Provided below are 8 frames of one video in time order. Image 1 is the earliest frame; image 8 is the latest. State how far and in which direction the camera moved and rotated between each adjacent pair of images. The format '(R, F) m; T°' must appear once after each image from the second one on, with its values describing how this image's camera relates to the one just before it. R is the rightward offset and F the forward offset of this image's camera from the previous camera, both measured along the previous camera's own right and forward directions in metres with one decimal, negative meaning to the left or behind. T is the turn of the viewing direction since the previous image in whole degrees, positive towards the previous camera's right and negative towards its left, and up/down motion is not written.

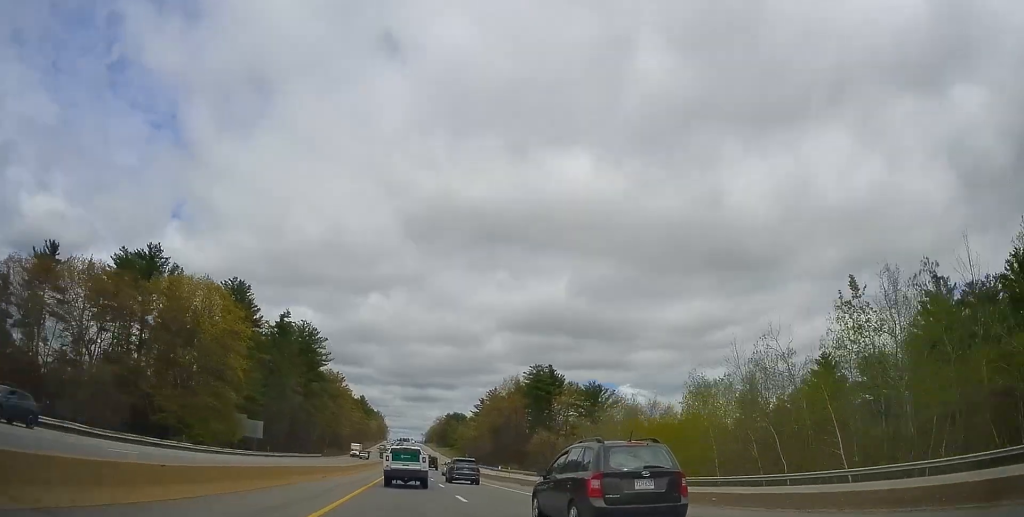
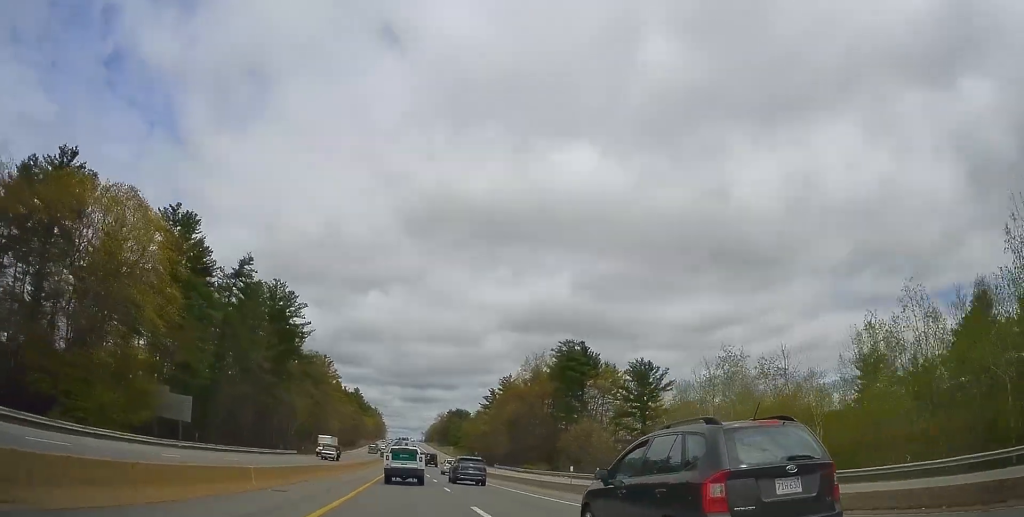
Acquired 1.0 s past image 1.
(-0.1, +29.5) m; 0°
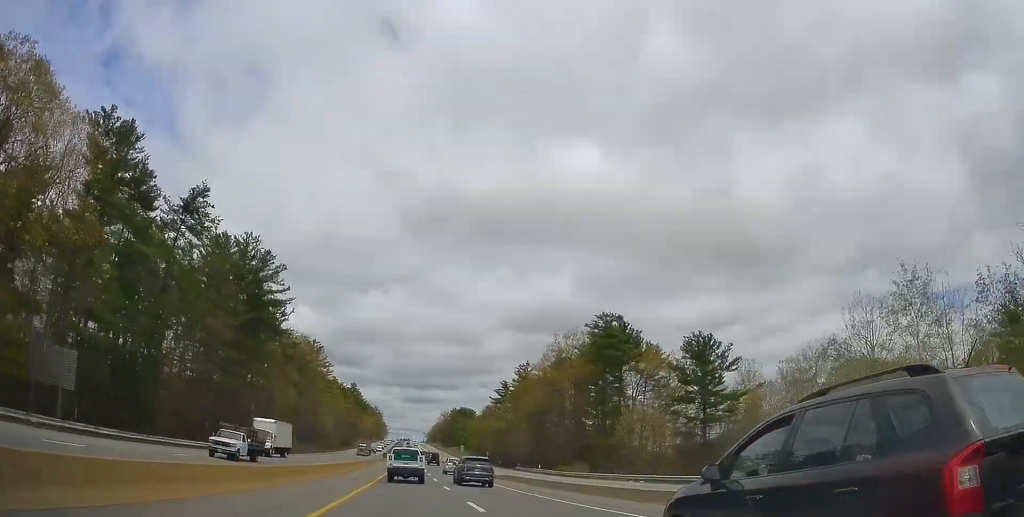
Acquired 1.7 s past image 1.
(+0.1, +22.5) m; 0°
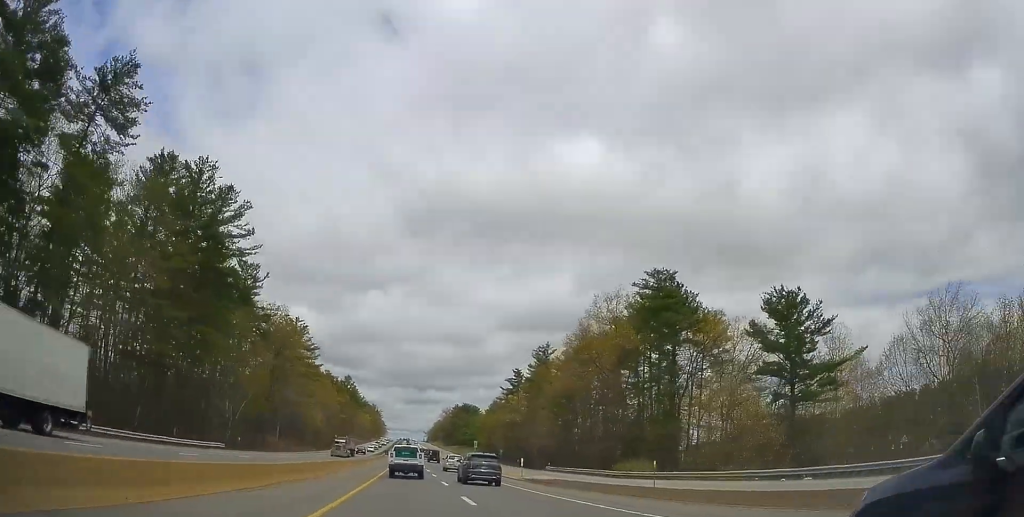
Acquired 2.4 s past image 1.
(+0.1, +22.1) m; 0°
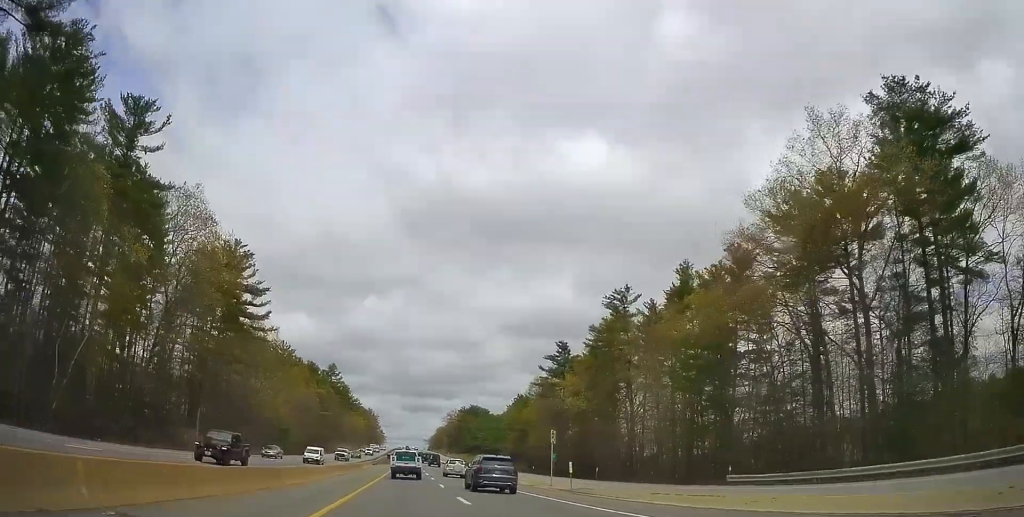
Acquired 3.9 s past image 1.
(+0.1, +47.0) m; 0°
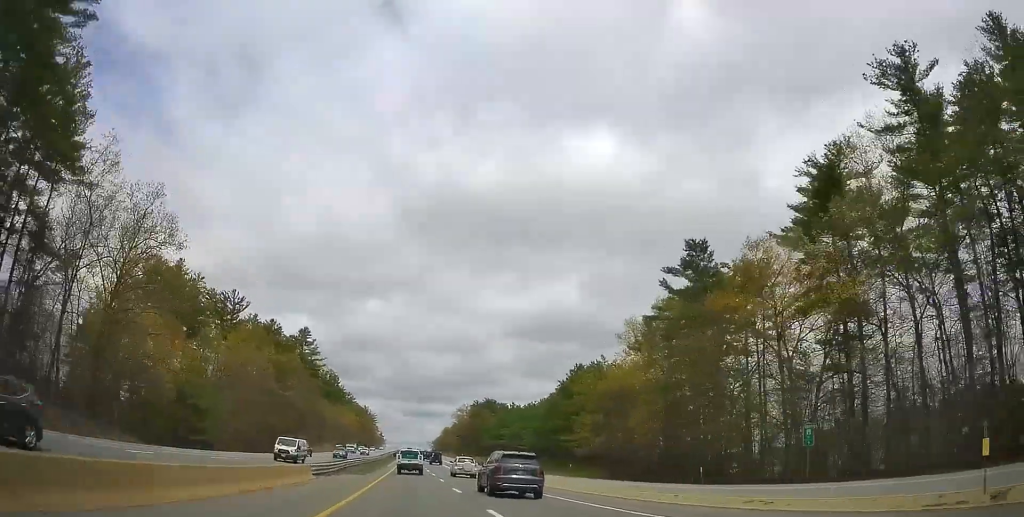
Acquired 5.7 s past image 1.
(0.0, +54.3) m; 0°
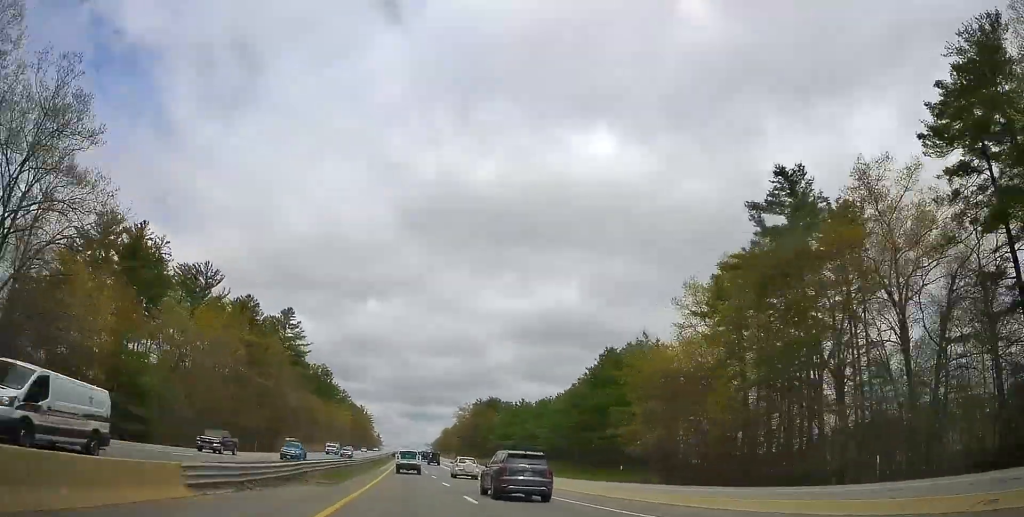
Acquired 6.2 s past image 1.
(+0.1, +17.9) m; 0°
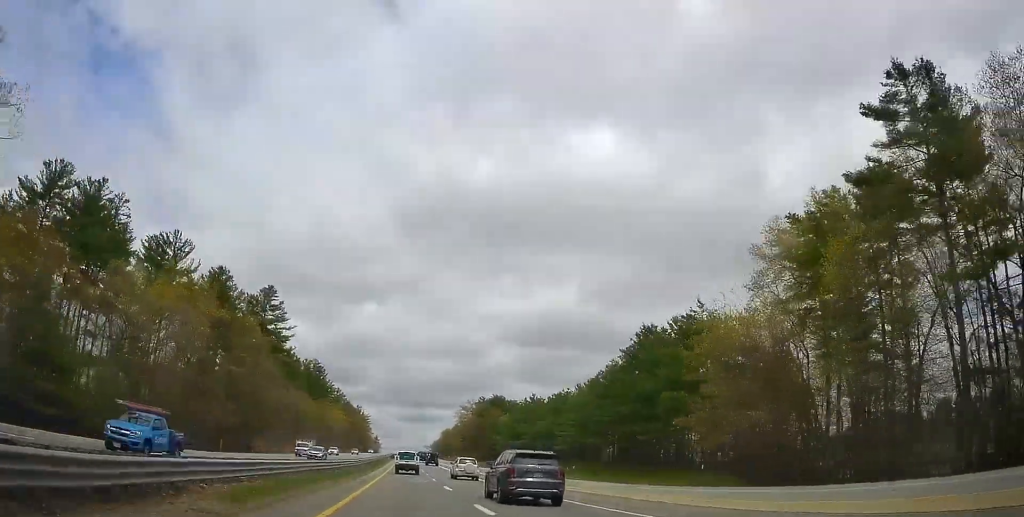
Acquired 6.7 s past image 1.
(0.0, +16.0) m; 0°
